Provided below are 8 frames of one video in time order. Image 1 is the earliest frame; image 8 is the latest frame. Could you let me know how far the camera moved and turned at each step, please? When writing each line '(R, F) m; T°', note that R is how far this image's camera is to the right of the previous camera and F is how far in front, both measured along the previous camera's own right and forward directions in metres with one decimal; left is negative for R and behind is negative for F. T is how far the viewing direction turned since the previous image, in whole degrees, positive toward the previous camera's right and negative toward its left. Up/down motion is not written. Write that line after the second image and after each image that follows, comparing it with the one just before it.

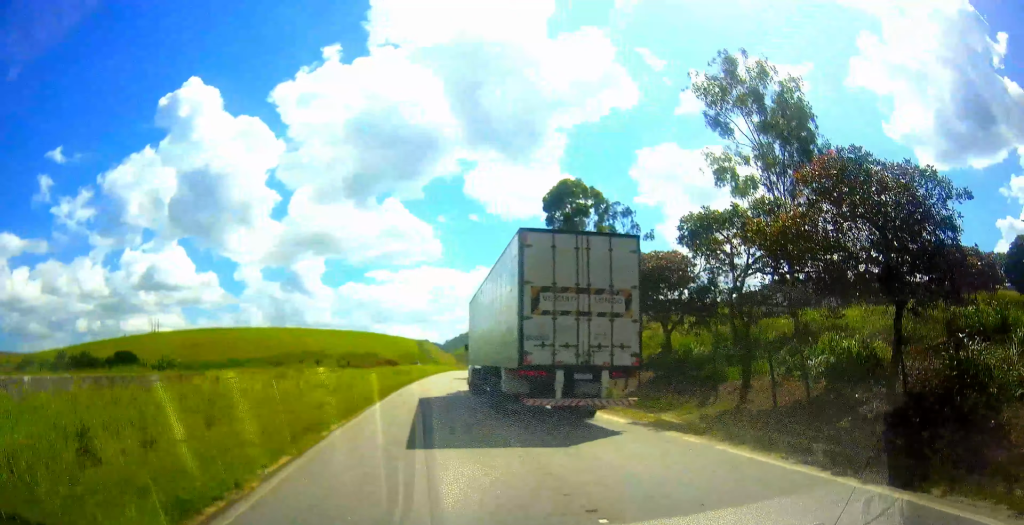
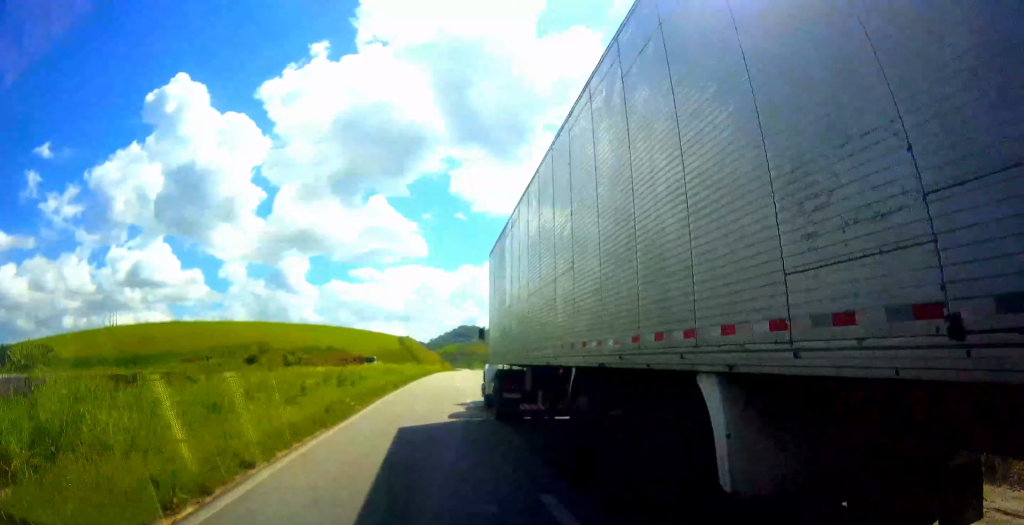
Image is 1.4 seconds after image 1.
(+0.7, +38.8) m; +2°
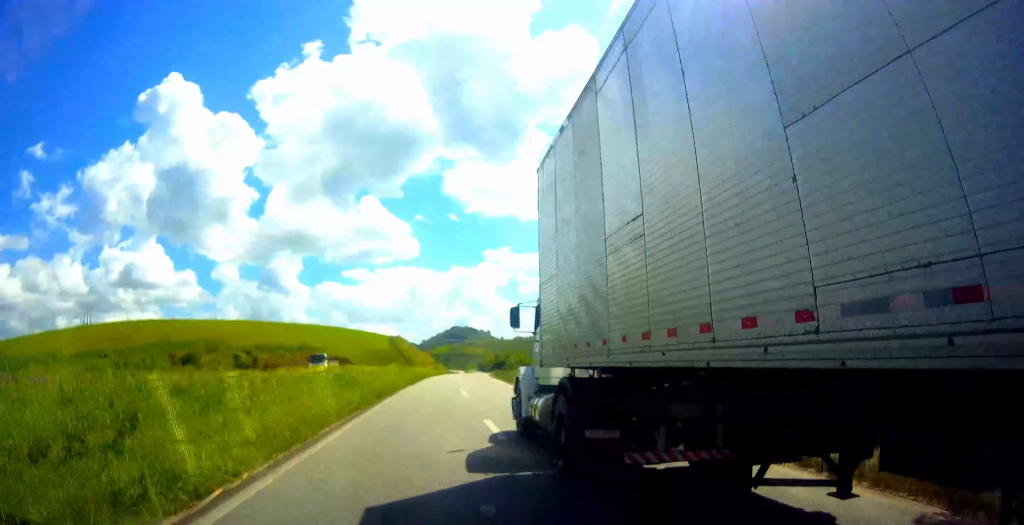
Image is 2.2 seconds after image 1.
(+0.2, +22.8) m; +2°
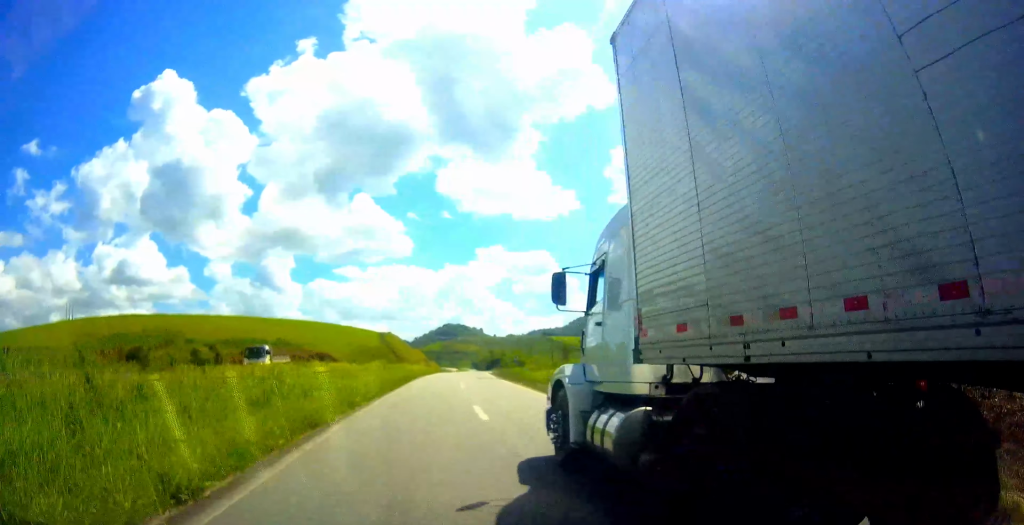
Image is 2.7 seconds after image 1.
(-0.2, +12.6) m; +1°
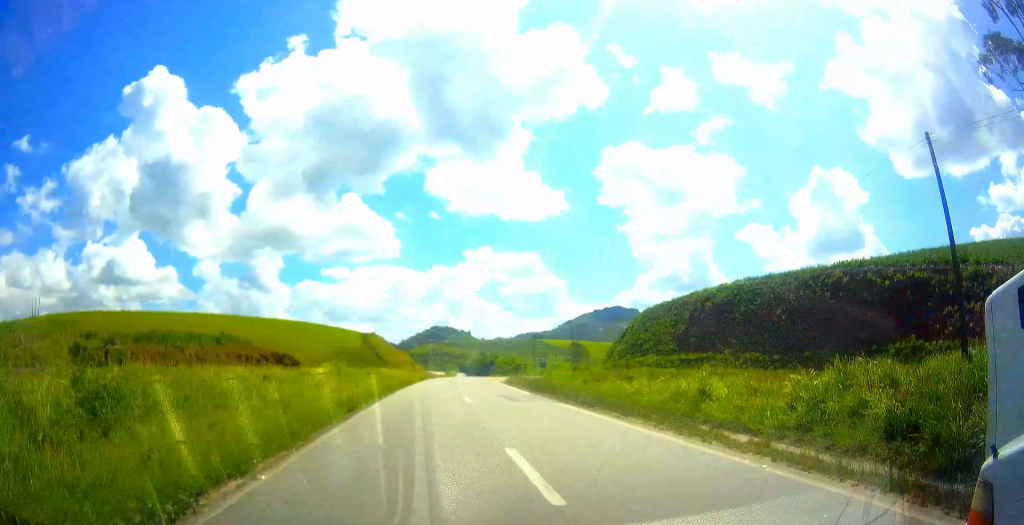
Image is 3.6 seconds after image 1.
(+0.9, +24.1) m; +2°
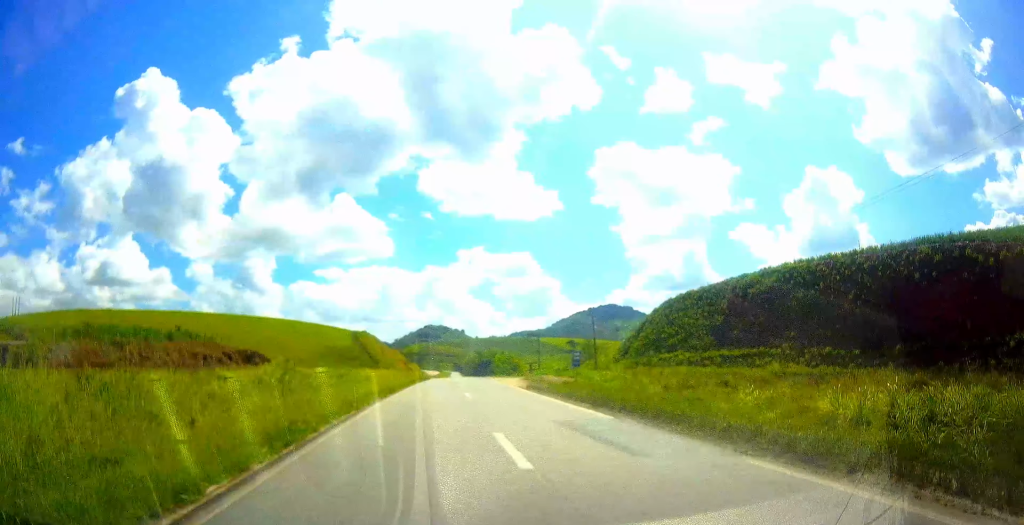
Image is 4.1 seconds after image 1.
(+0.2, +13.8) m; +1°
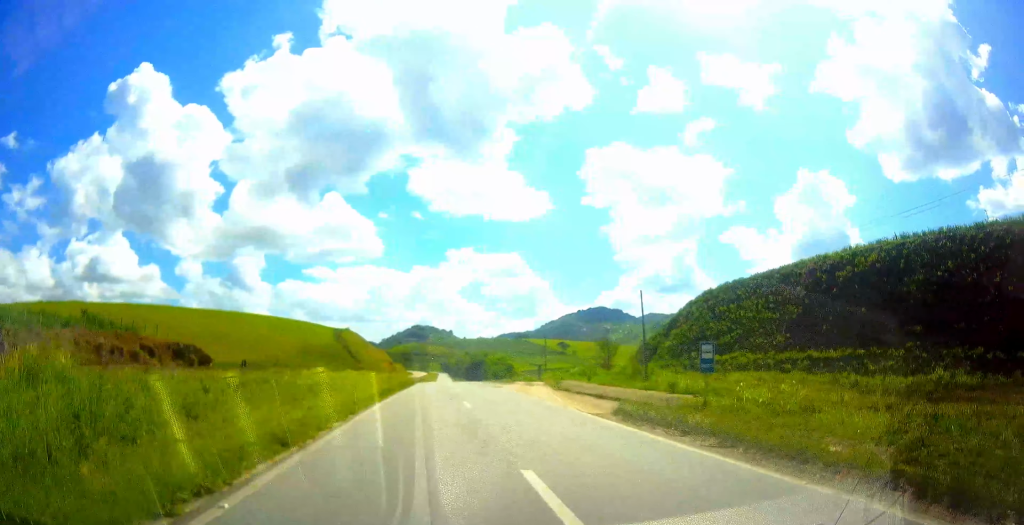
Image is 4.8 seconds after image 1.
(0.0, +19.6) m; 0°
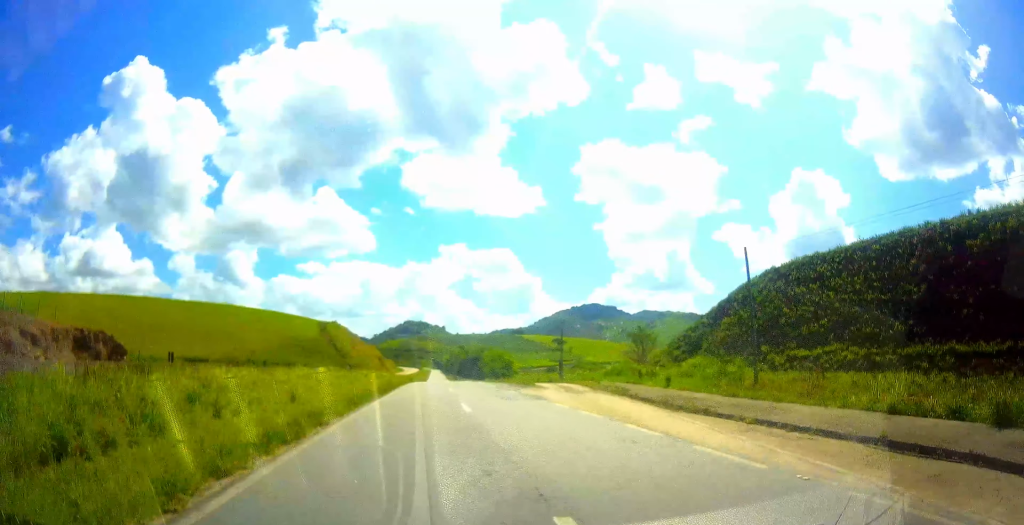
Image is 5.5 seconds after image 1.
(0.0, +18.5) m; 0°
